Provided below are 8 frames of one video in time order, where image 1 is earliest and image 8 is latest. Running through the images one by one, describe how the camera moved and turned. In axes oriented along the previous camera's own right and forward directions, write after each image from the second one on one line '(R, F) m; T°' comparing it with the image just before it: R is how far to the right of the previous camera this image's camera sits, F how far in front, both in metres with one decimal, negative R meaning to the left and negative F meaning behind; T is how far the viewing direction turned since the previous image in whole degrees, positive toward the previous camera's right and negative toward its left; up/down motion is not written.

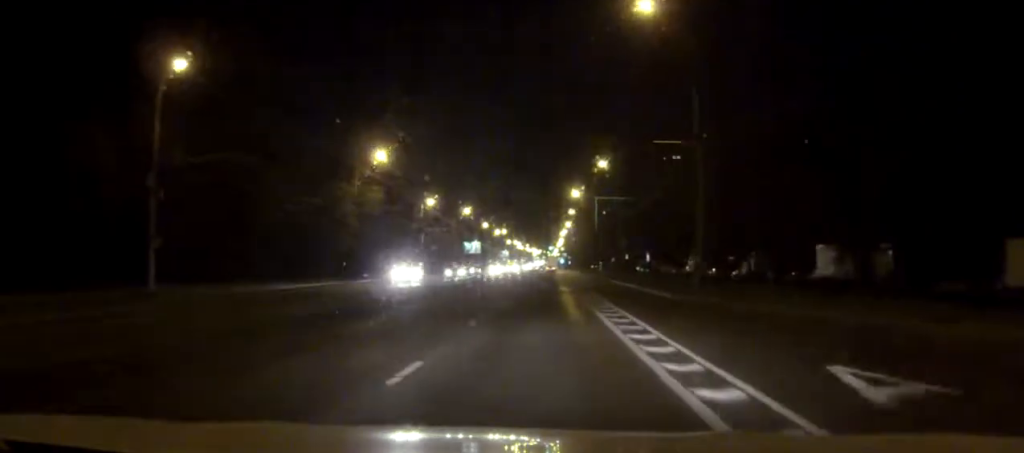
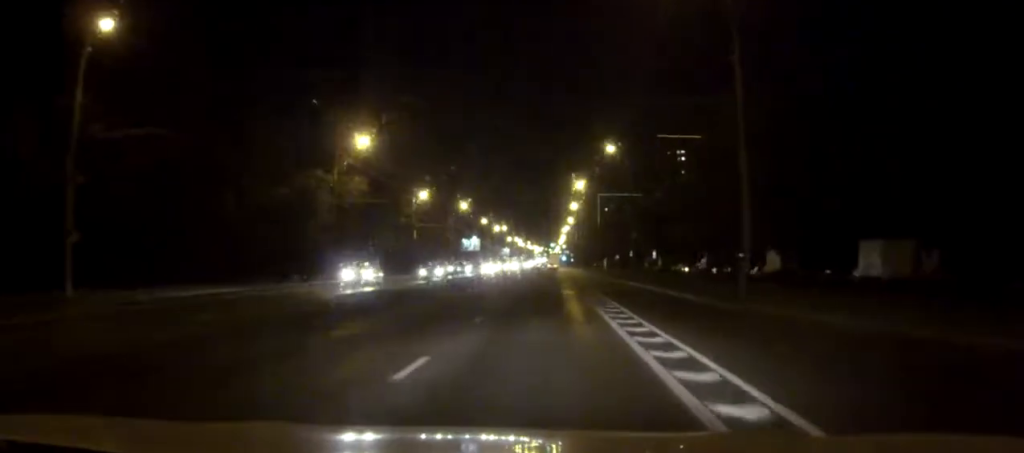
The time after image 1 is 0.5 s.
(0.0, +8.0) m; 0°
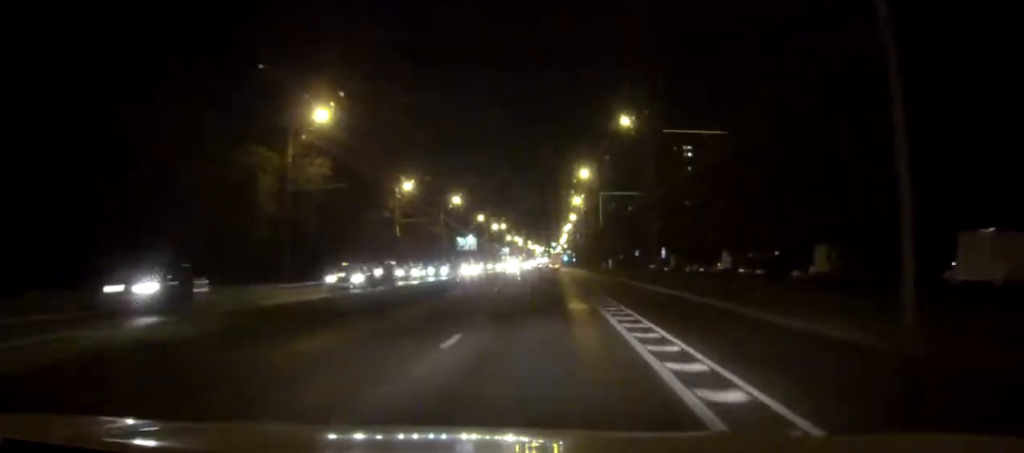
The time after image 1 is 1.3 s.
(0.0, +13.3) m; 0°
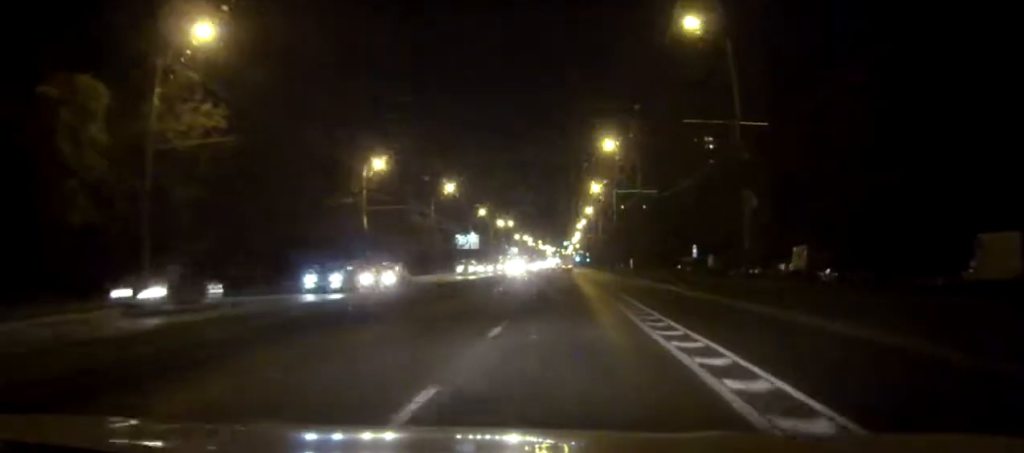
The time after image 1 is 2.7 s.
(-0.1, +25.4) m; 0°
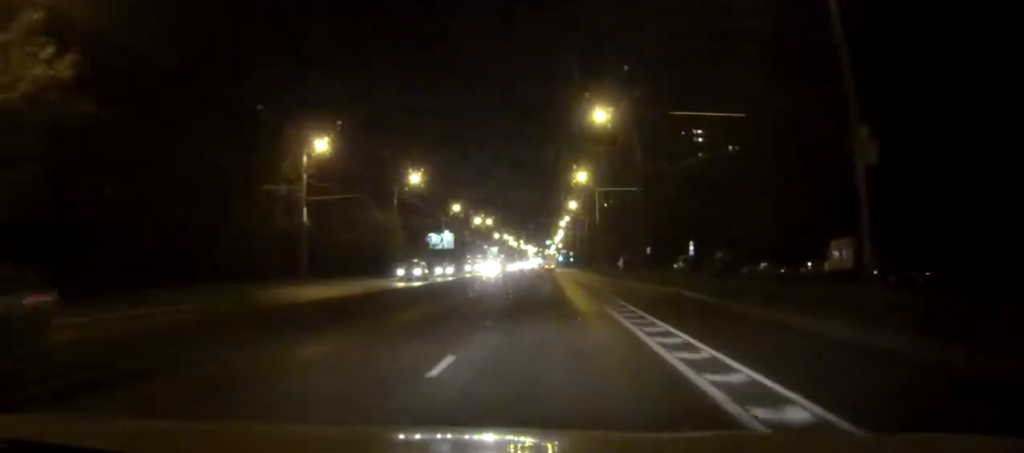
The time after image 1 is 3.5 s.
(0.0, +16.1) m; 0°
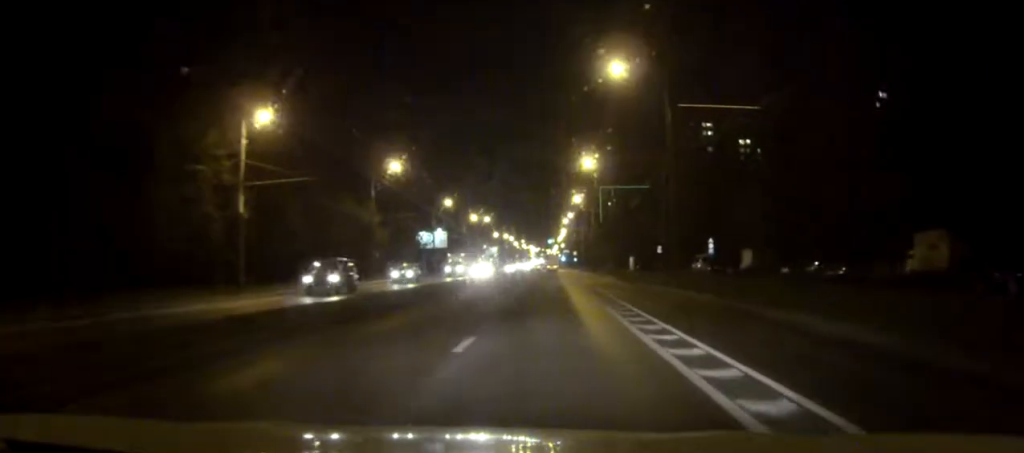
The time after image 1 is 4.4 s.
(0.0, +15.2) m; 0°
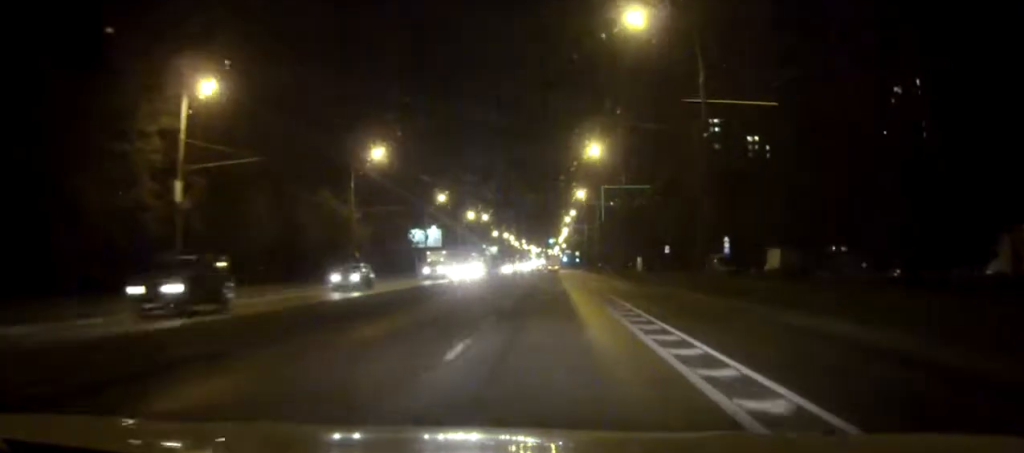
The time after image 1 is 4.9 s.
(0.0, +9.8) m; 0°
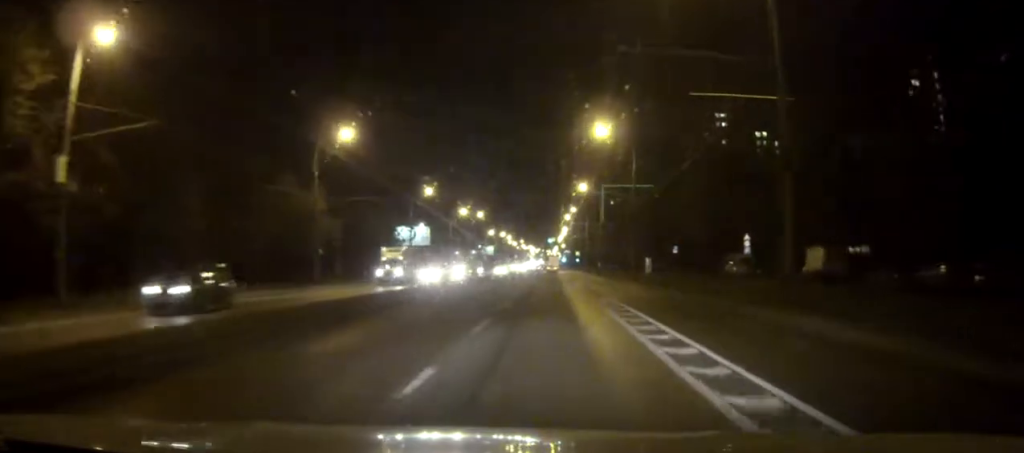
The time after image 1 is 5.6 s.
(0.0, +11.9) m; 0°
